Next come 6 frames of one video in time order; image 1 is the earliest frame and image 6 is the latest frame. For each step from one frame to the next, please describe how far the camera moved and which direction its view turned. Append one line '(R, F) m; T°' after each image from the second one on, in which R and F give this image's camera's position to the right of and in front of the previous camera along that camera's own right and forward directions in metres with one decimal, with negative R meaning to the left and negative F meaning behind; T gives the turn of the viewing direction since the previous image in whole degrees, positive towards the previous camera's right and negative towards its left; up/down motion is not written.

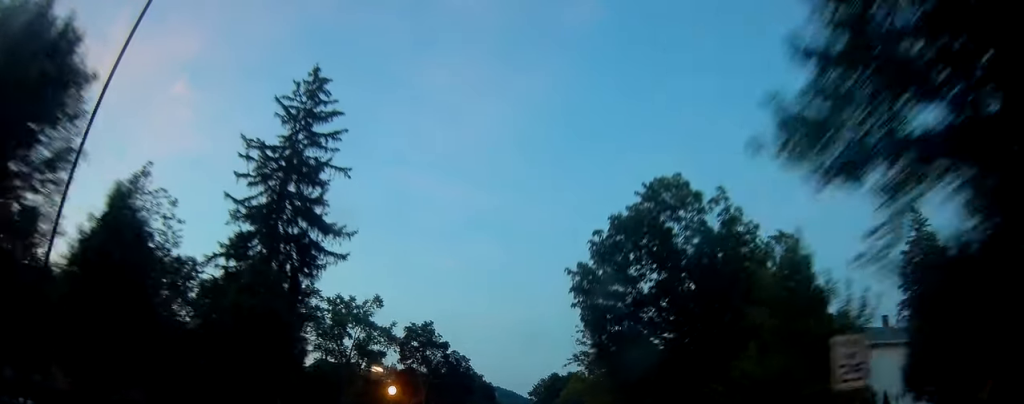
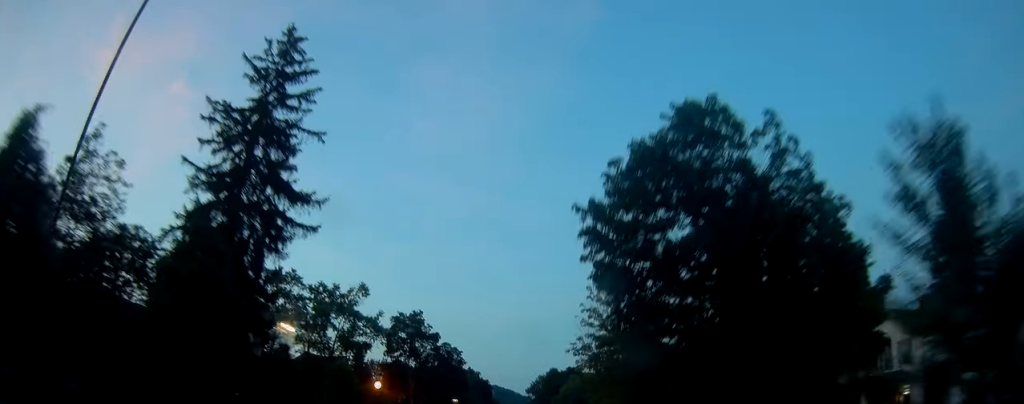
(0.0, +6.3) m; -1°
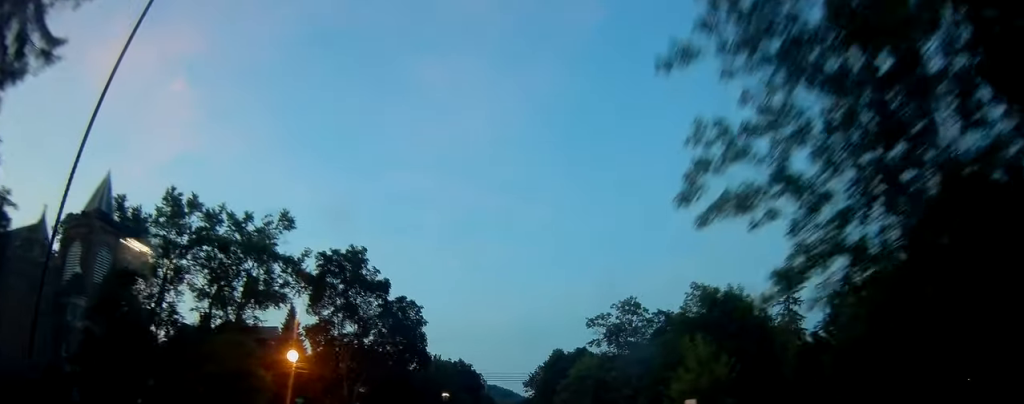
(-0.8, +27.0) m; 0°
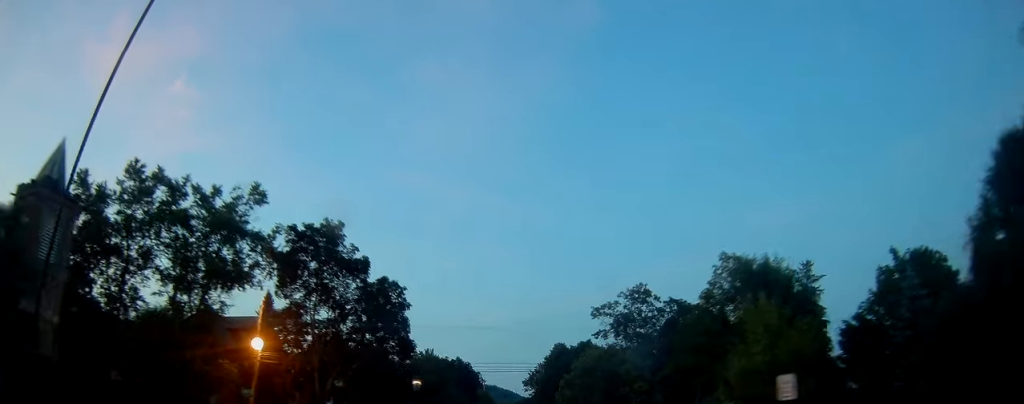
(+0.2, +7.1) m; +1°
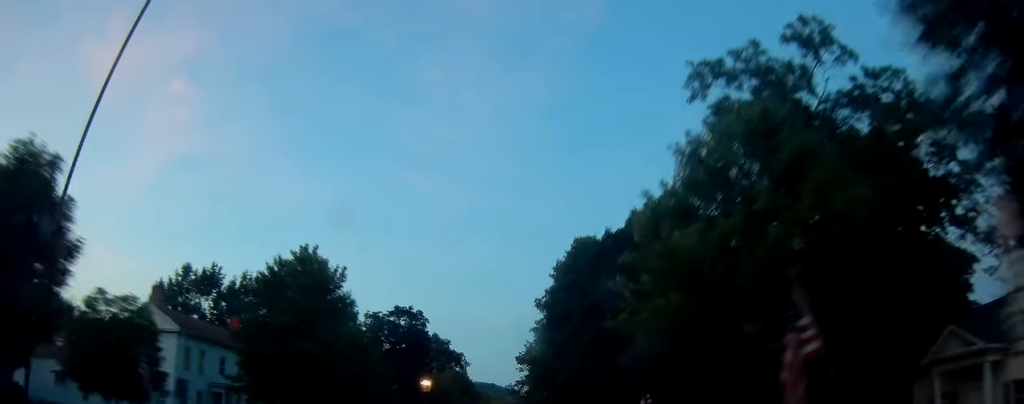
(-0.4, +45.8) m; -1°
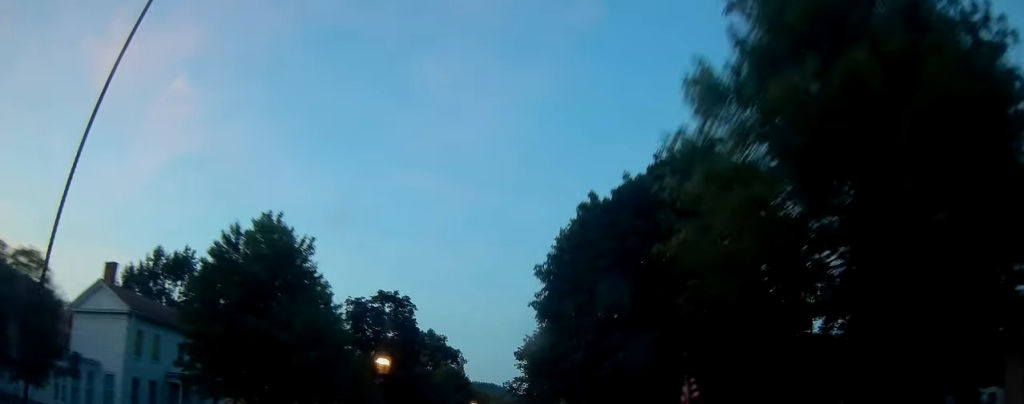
(+0.1, +6.2) m; 0°
